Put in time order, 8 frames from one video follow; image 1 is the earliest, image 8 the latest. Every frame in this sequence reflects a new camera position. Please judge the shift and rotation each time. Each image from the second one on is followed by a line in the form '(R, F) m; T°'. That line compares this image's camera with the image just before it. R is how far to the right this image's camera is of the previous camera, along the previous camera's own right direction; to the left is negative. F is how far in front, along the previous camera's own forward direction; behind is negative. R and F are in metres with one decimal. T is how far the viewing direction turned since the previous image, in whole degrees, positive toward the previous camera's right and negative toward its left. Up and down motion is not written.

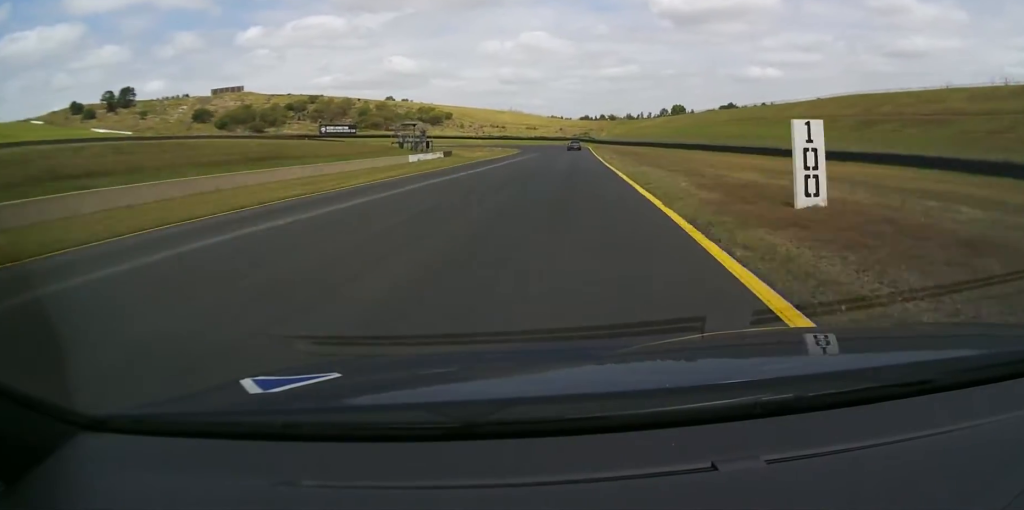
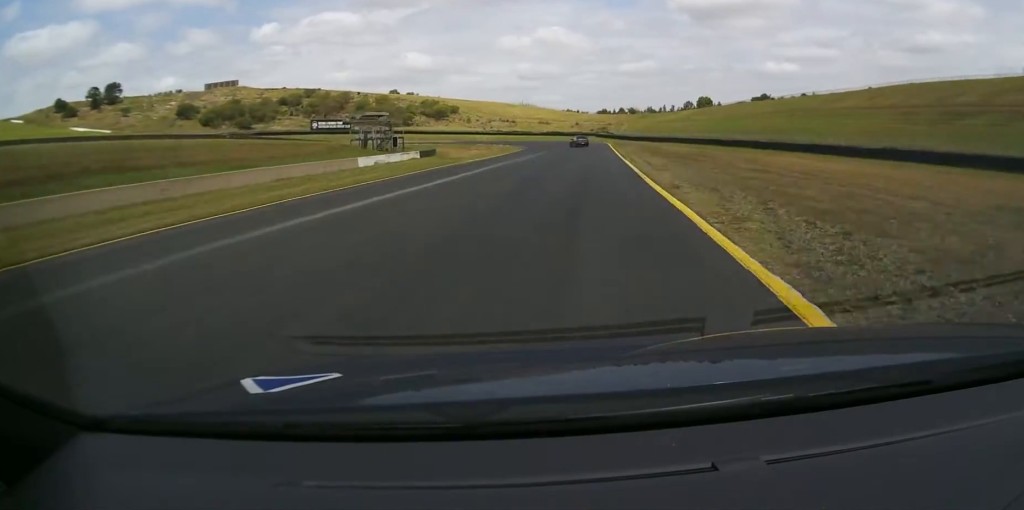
(+0.4, +19.5) m; 0°
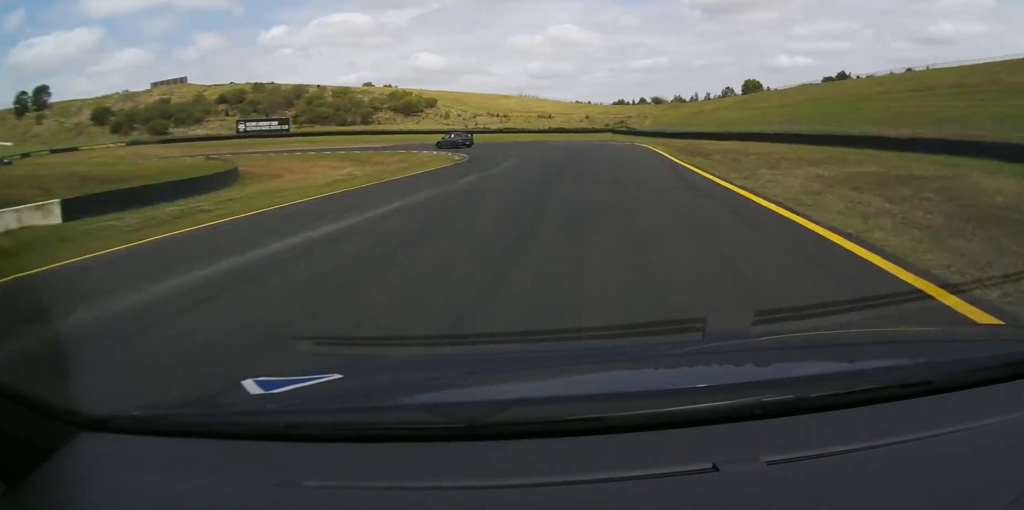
(-0.1, +51.8) m; -2°
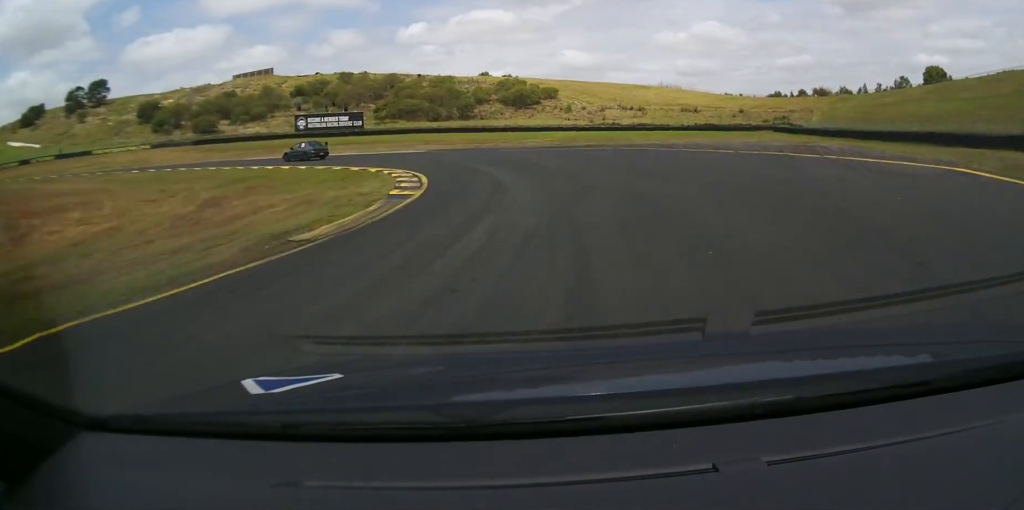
(-1.2, +41.5) m; -10°
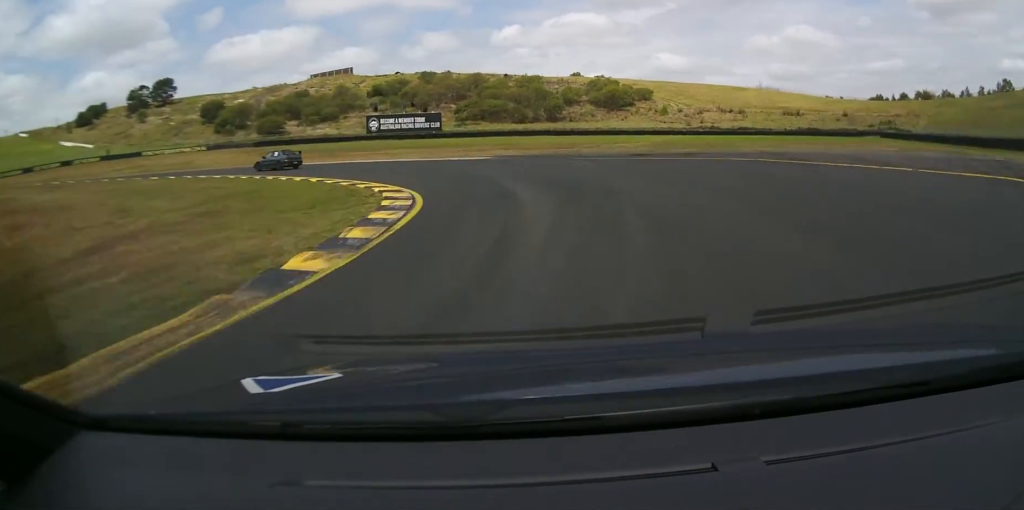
(-1.4, +14.4) m; -13°
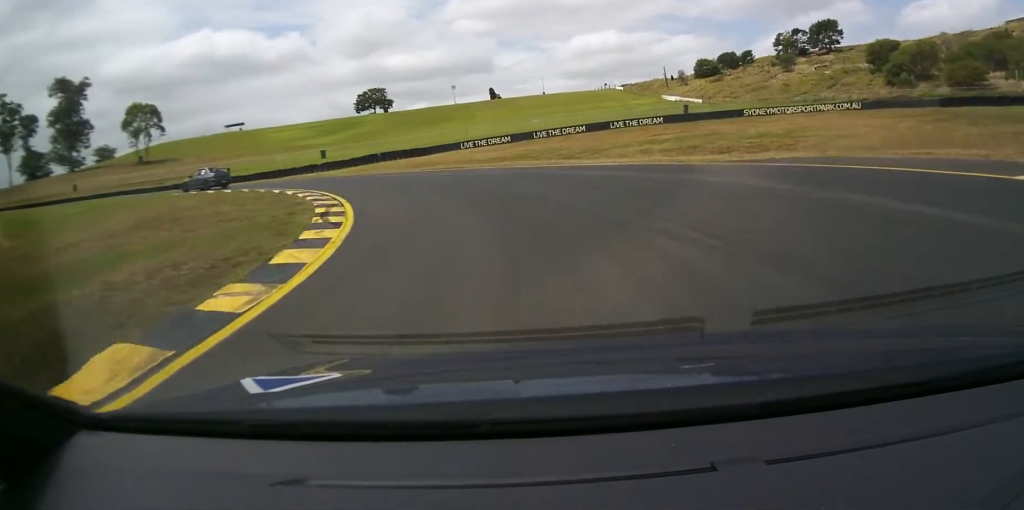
(-43.1, +45.2) m; -85°
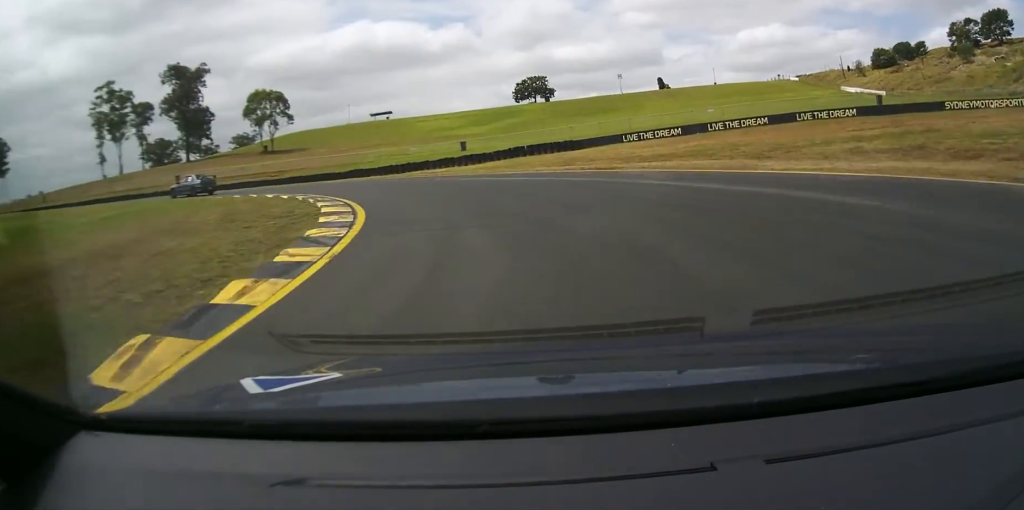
(-2.9, +13.5) m; -12°
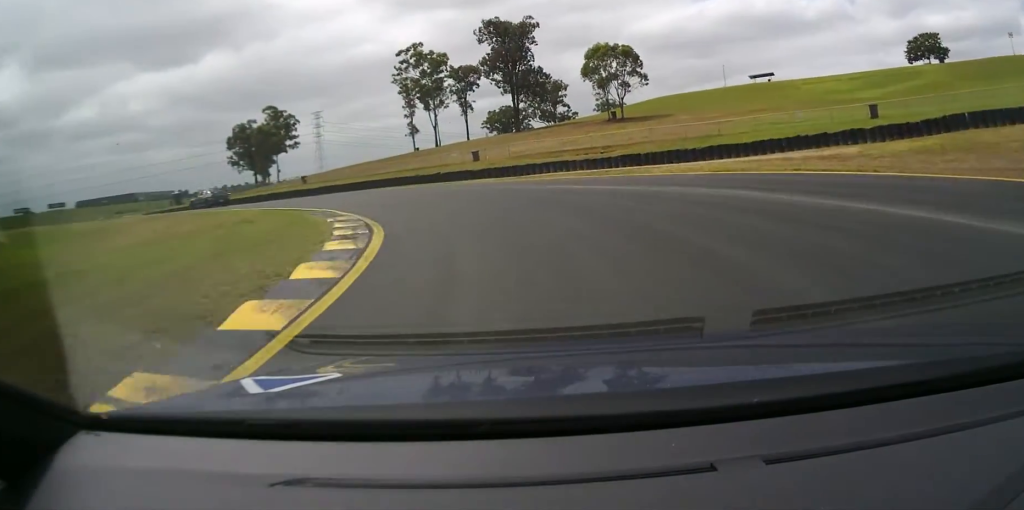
(-5.6, +26.6) m; -15°
